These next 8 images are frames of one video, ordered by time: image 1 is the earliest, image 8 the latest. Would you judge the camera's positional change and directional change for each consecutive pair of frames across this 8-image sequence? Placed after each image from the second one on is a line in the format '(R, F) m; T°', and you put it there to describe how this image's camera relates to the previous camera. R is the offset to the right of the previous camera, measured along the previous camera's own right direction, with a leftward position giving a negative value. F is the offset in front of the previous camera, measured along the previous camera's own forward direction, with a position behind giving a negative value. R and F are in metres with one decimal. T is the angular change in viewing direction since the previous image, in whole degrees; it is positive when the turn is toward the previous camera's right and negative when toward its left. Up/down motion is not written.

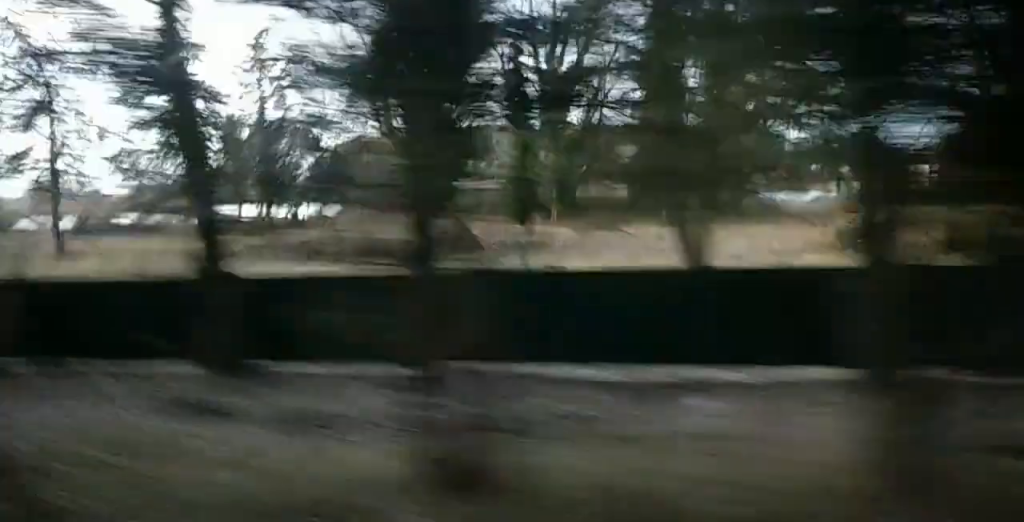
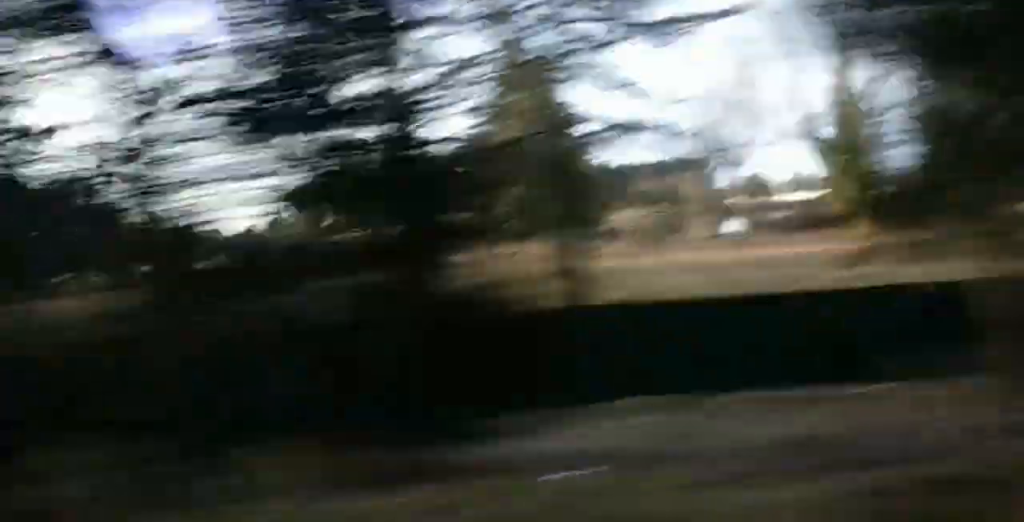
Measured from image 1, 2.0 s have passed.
(+0.5, +40.4) m; +3°
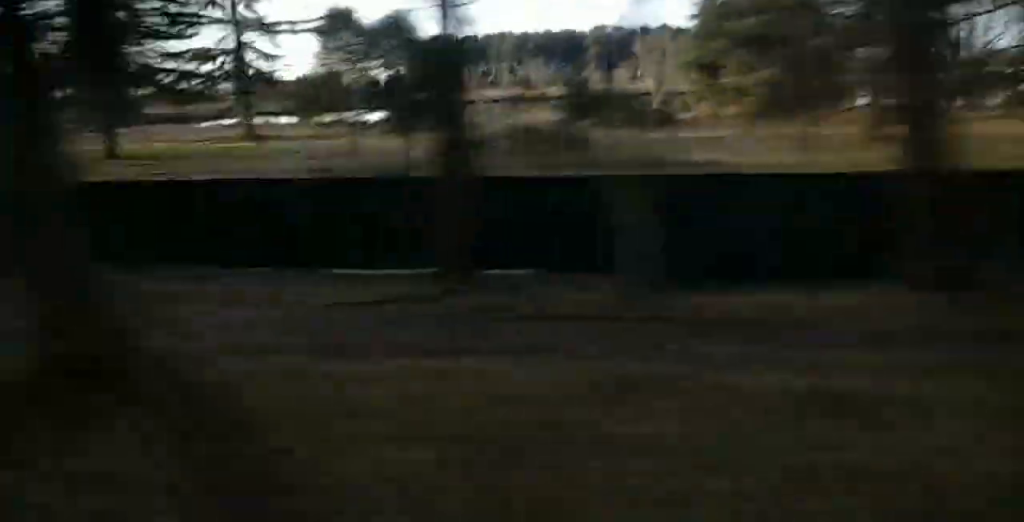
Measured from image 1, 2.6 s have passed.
(+0.3, +12.2) m; +1°
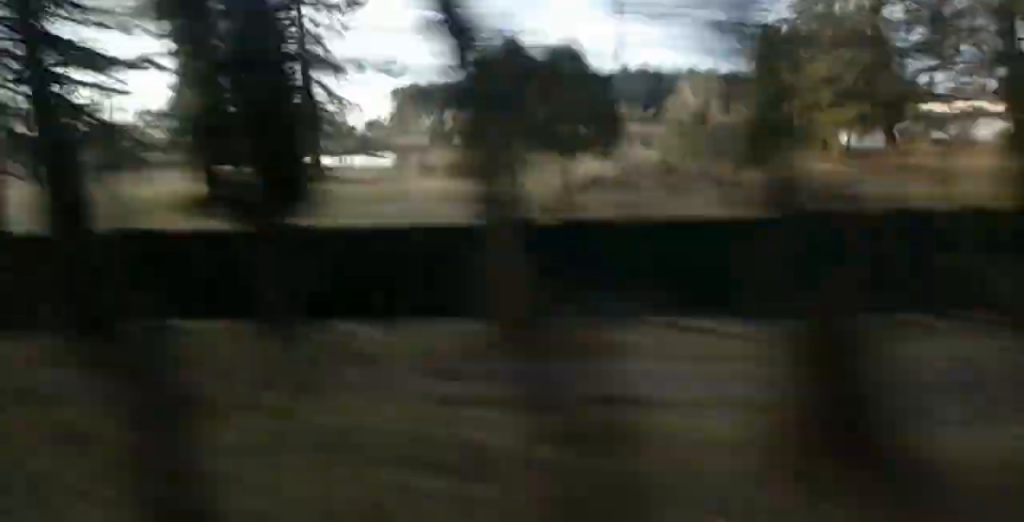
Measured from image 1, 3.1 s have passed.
(+0.1, +9.9) m; +1°
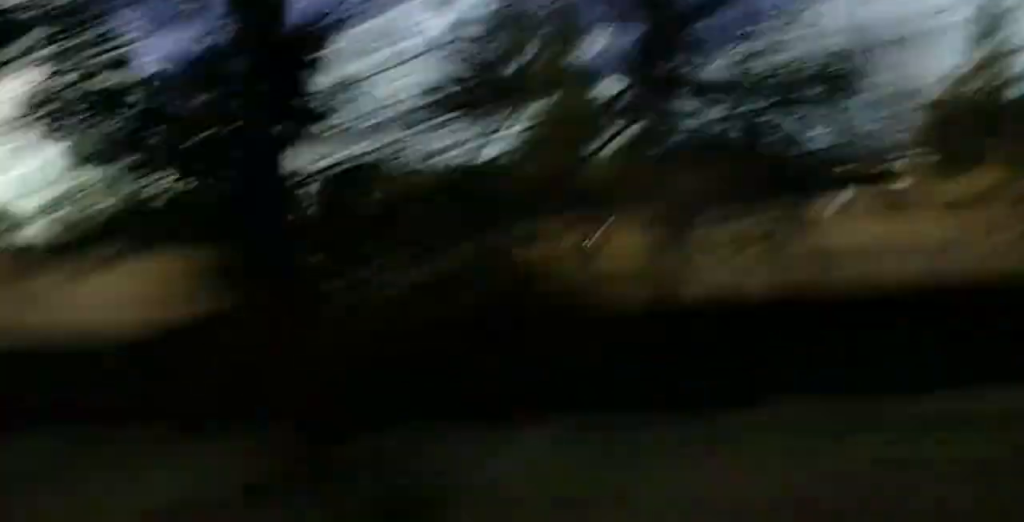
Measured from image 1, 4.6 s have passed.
(+1.7, +31.0) m; +4°
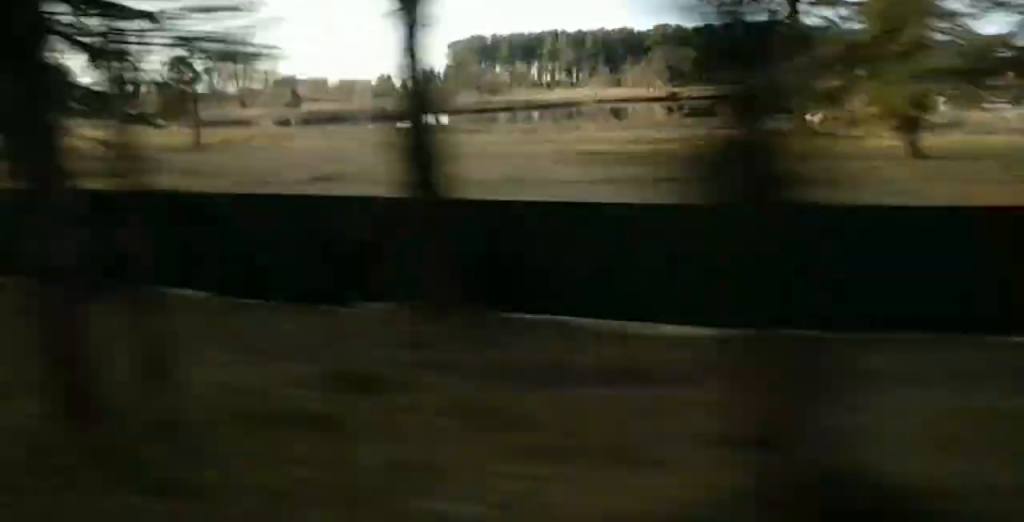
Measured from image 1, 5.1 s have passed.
(+0.4, +11.6) m; 0°
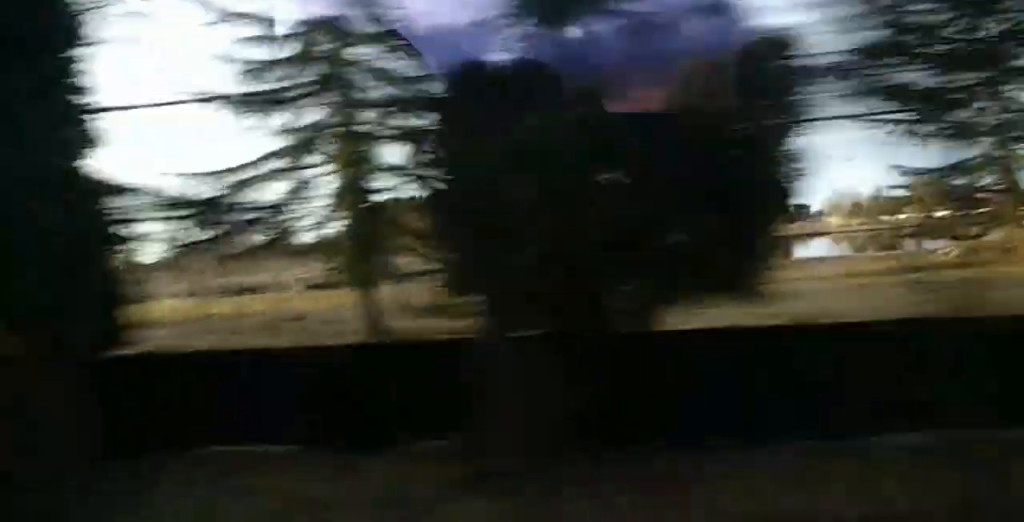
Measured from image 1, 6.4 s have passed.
(-1.2, +29.9) m; -2°
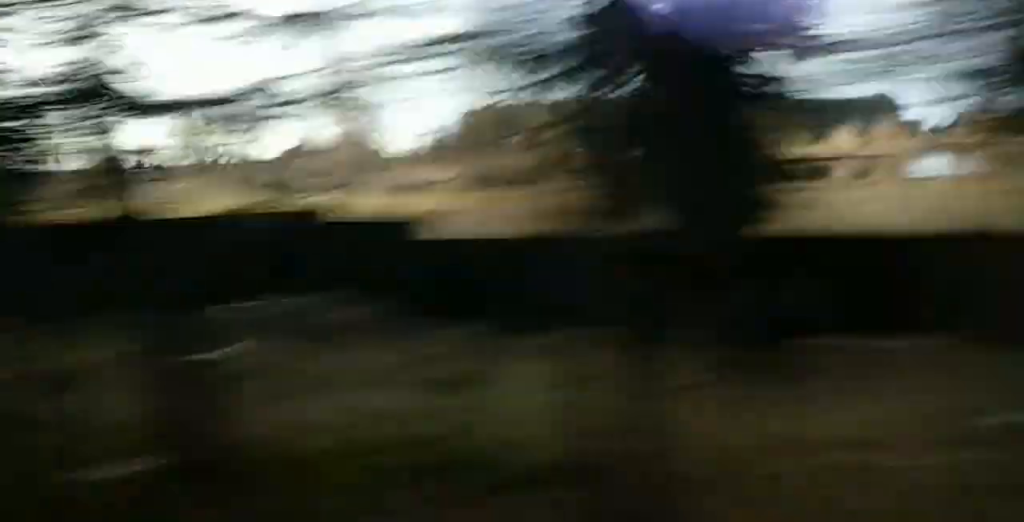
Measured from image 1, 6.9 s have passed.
(0.0, +11.9) m; 0°
